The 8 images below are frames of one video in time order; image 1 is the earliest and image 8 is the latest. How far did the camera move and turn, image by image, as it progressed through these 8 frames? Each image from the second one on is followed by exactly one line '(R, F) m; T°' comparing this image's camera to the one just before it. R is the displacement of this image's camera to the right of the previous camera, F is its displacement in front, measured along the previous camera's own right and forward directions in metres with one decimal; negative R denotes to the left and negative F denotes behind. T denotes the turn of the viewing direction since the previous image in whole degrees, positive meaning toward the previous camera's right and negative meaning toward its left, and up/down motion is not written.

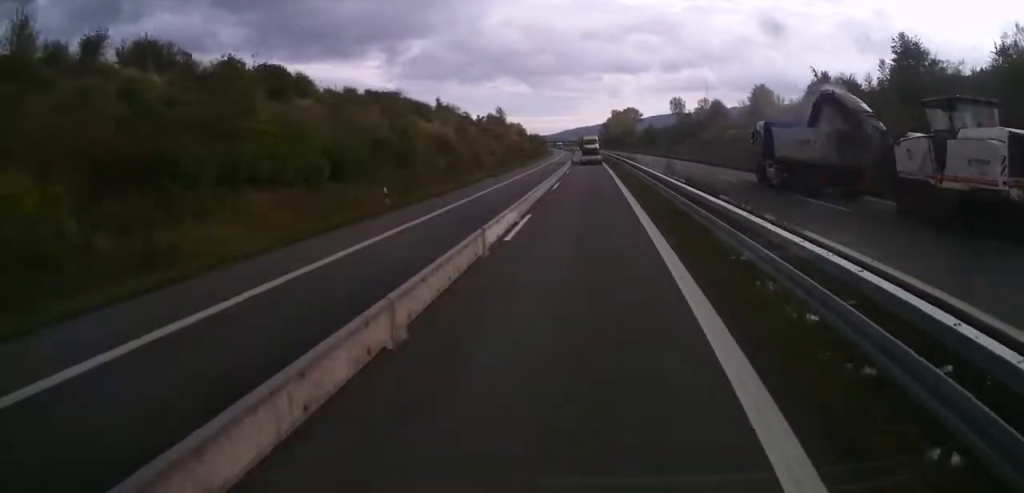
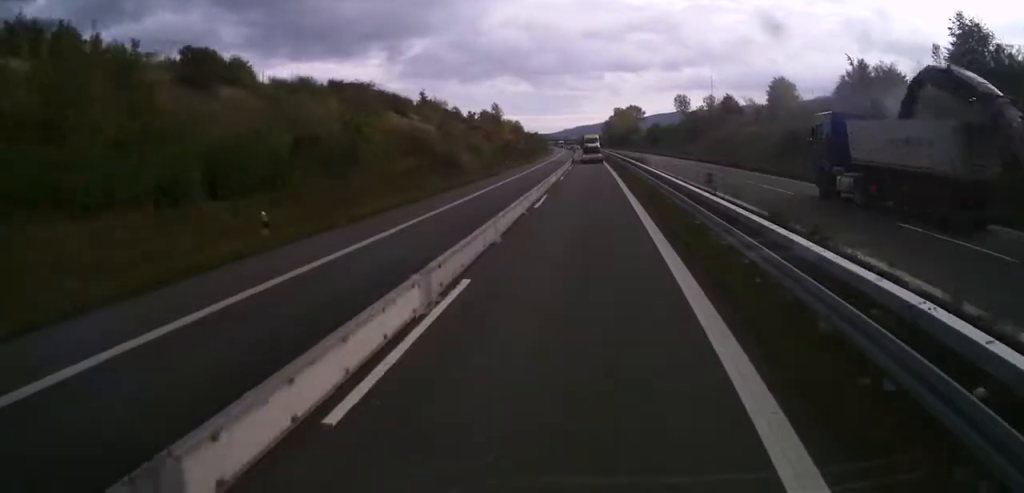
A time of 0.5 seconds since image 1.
(+0.1, +10.6) m; 0°
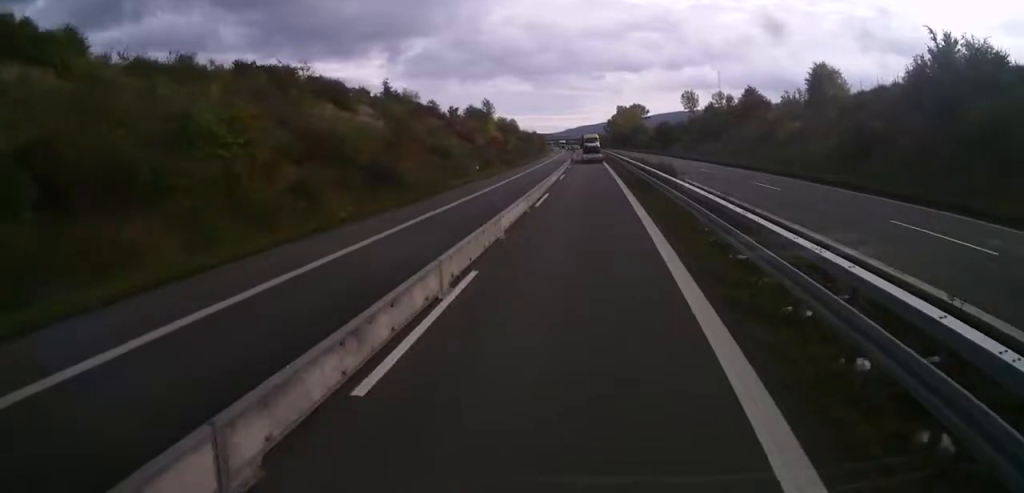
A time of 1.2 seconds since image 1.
(-0.3, +17.2) m; -1°
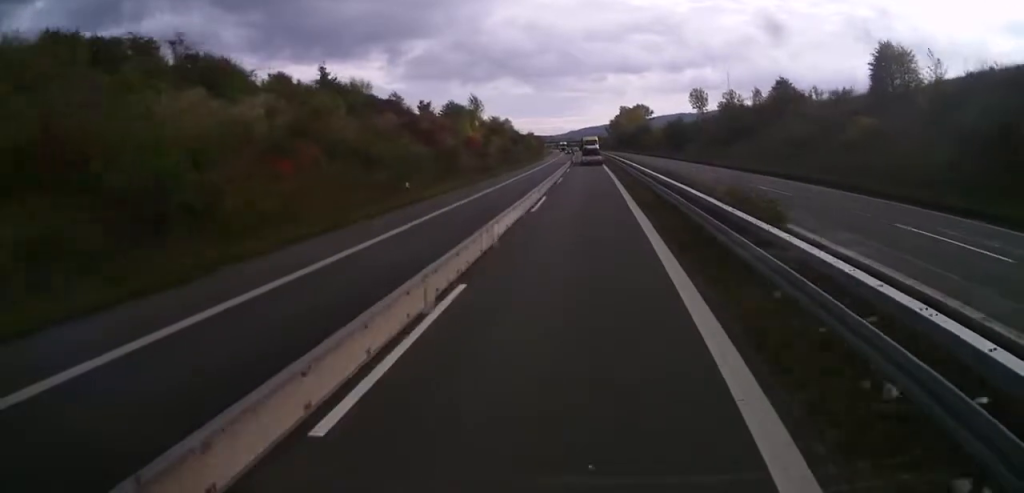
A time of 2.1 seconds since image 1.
(-0.1, +18.7) m; 0°
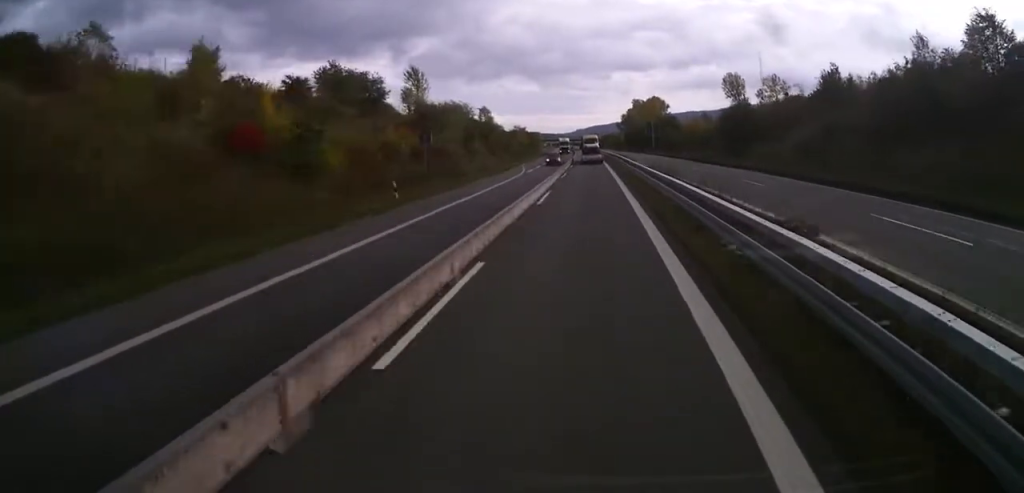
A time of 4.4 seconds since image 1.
(0.0, +51.9) m; 0°
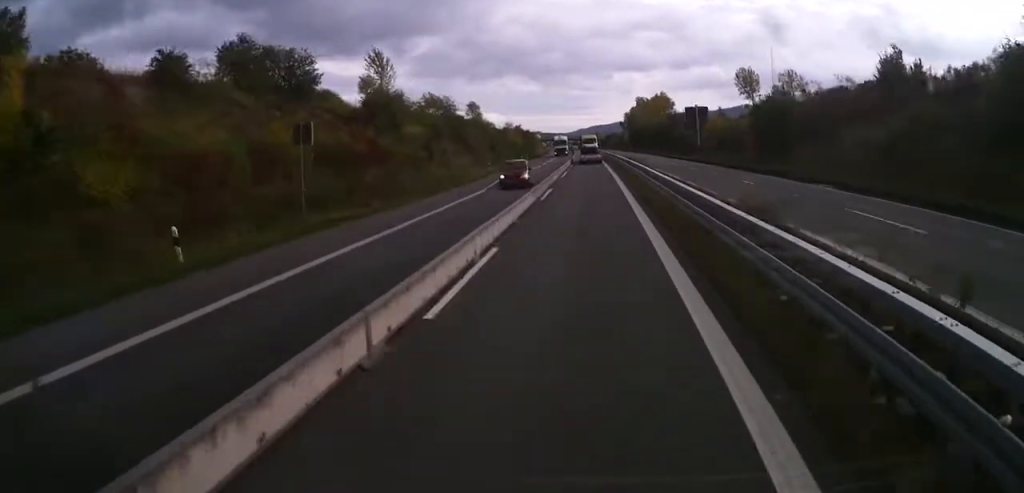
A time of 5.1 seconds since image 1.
(-0.1, +15.9) m; 0°
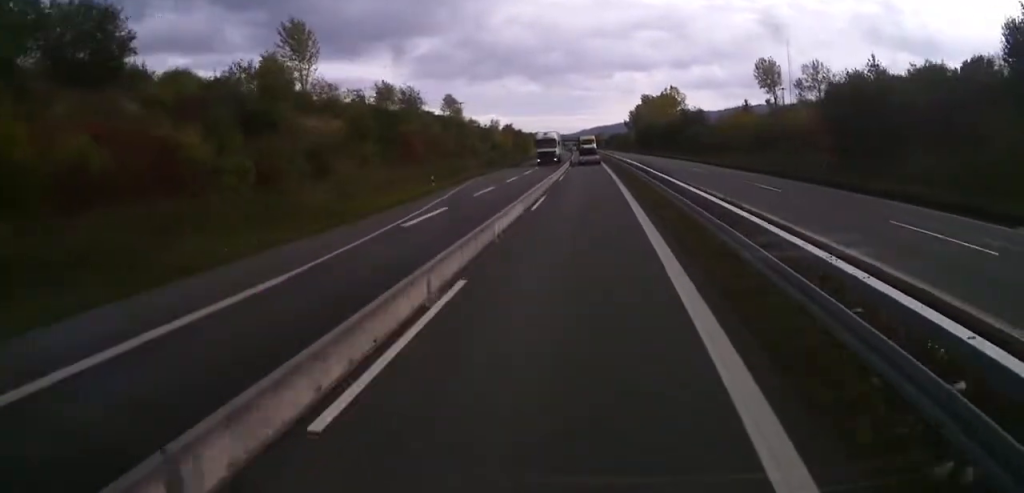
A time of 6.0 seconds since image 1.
(-0.1, +21.3) m; 0°
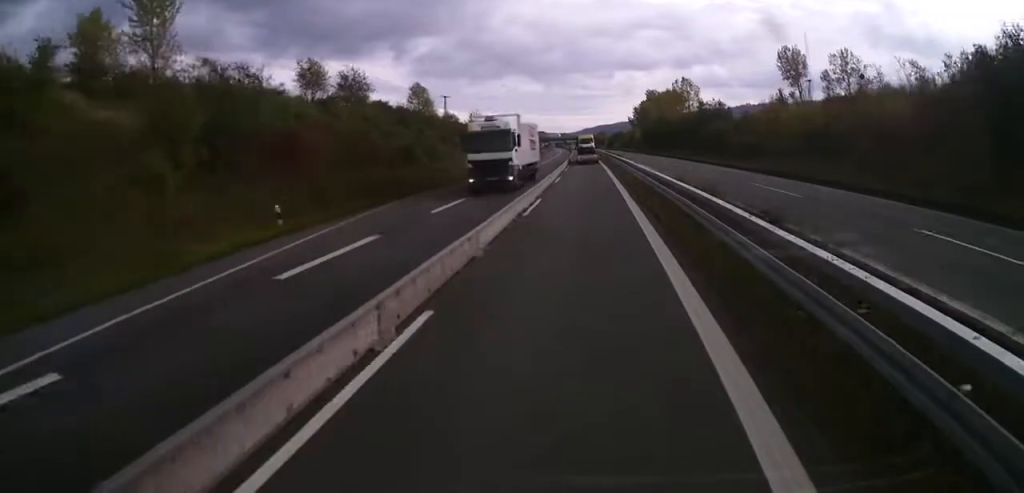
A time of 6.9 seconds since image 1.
(+0.1, +19.8) m; 0°
